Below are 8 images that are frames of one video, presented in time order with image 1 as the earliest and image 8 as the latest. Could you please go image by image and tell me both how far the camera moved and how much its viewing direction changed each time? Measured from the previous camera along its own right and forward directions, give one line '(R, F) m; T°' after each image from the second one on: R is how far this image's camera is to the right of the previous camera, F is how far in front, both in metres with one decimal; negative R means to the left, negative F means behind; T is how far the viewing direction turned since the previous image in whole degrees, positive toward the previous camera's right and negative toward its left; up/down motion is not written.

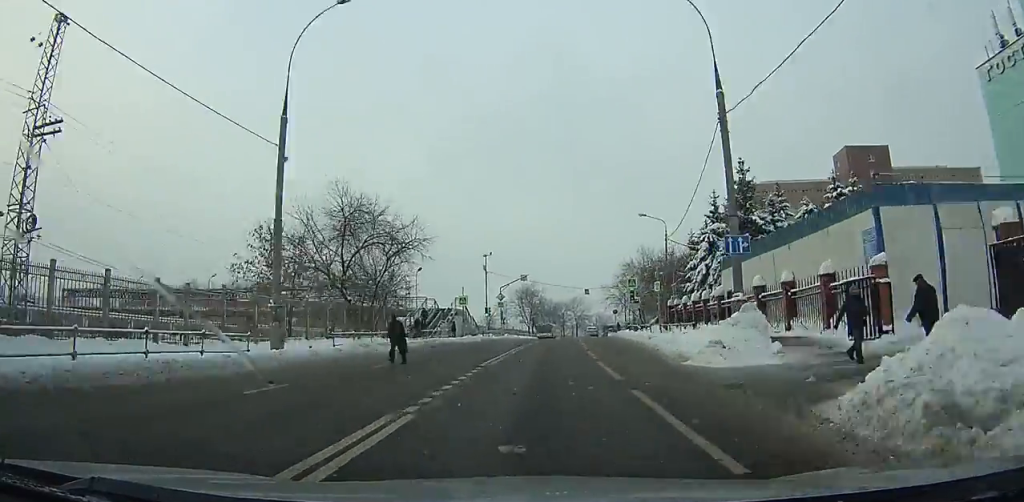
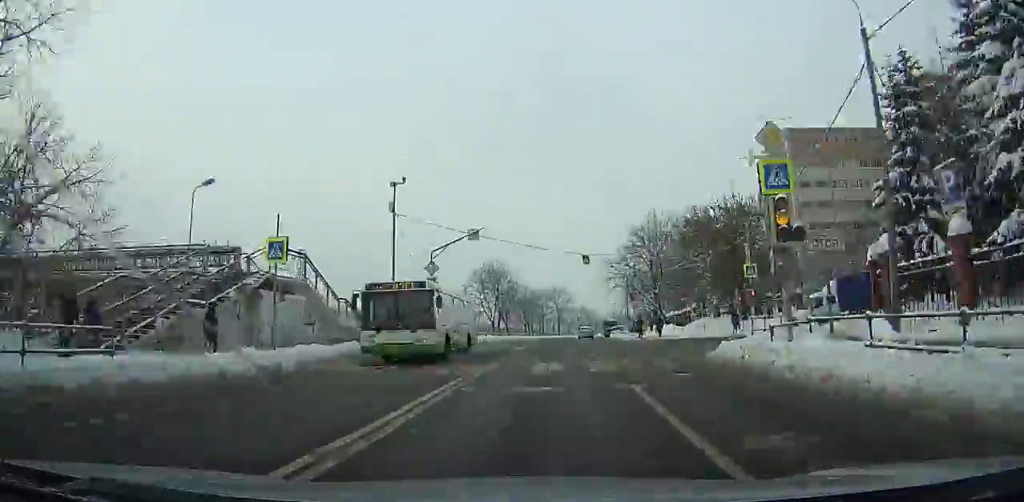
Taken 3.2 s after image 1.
(+0.9, +35.9) m; +2°
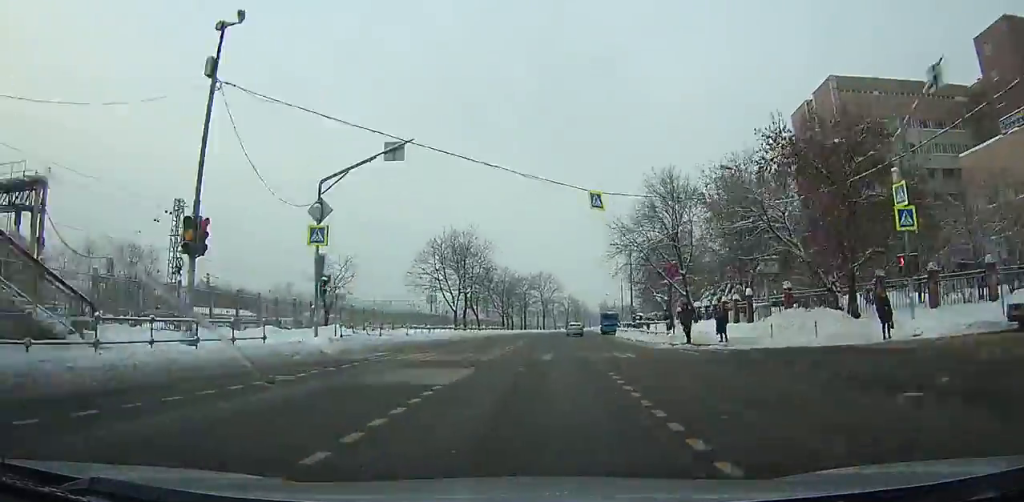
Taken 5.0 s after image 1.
(+0.1, +20.2) m; +1°
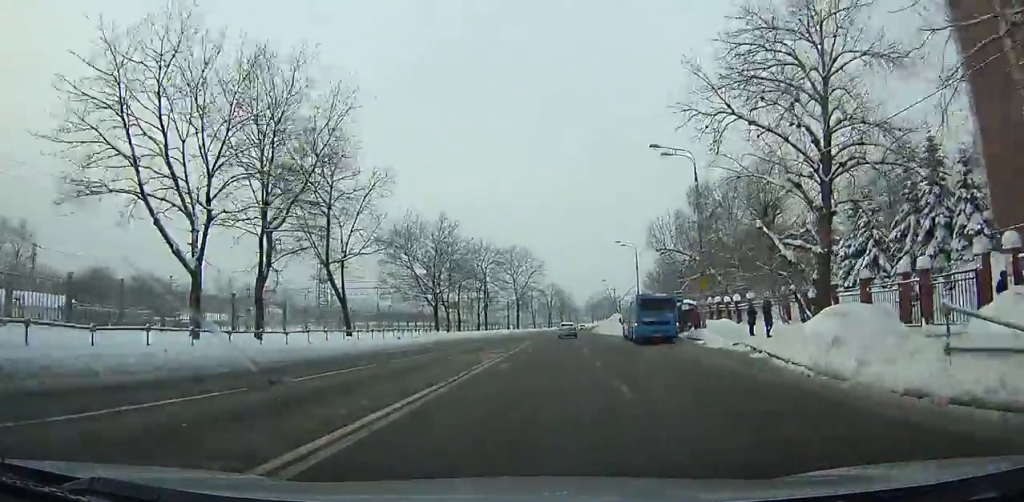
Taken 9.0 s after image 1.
(+0.5, +44.8) m; +2°
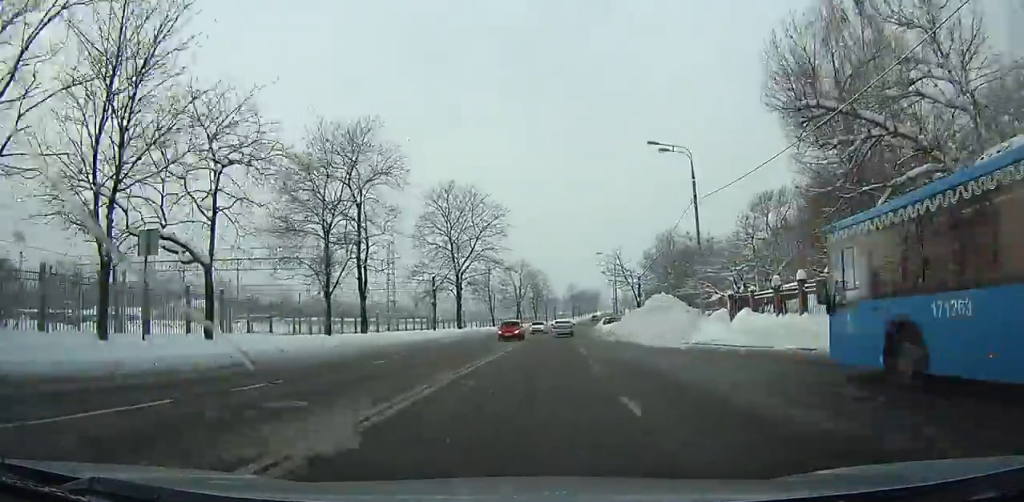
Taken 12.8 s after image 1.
(+0.5, +42.5) m; +2°
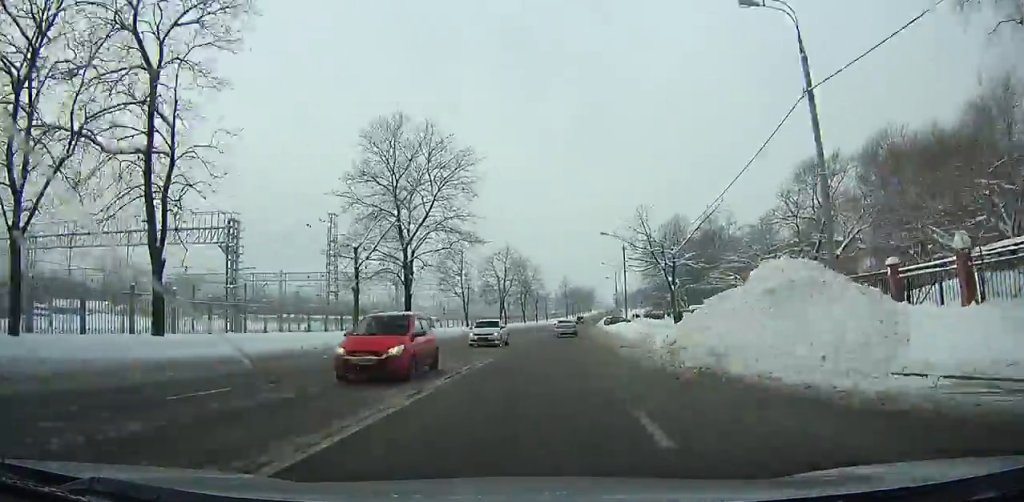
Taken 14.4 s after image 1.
(+0.3, +17.8) m; +1°
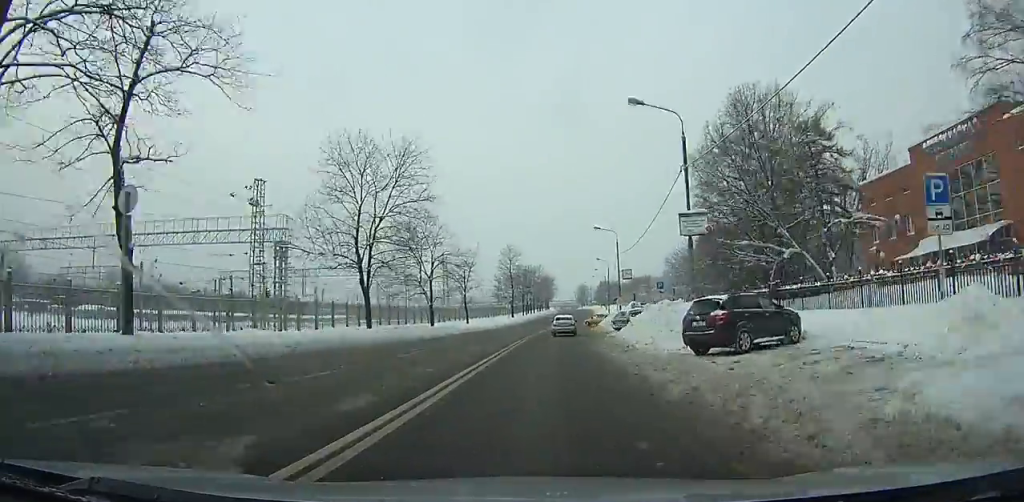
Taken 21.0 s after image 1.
(+3.4, +71.6) m; +6°
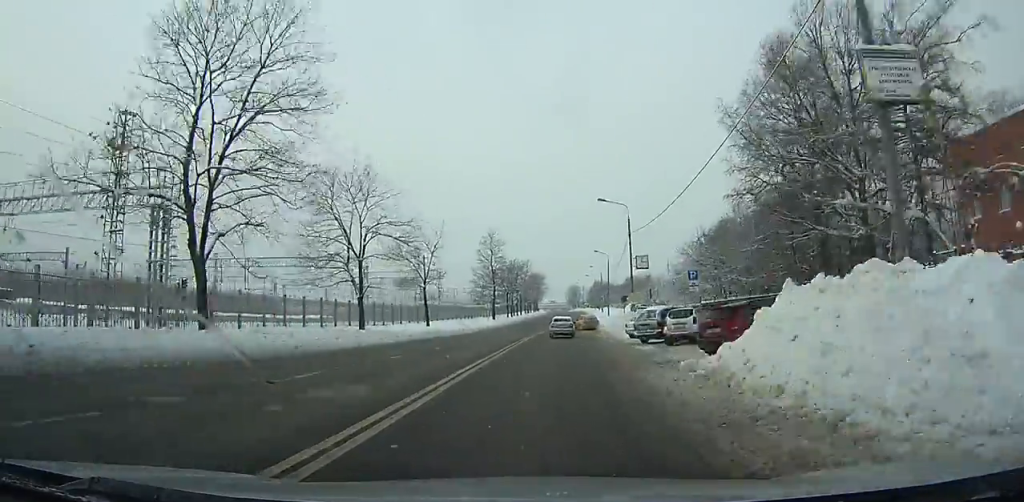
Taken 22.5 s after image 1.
(+0.2, +15.6) m; +1°
